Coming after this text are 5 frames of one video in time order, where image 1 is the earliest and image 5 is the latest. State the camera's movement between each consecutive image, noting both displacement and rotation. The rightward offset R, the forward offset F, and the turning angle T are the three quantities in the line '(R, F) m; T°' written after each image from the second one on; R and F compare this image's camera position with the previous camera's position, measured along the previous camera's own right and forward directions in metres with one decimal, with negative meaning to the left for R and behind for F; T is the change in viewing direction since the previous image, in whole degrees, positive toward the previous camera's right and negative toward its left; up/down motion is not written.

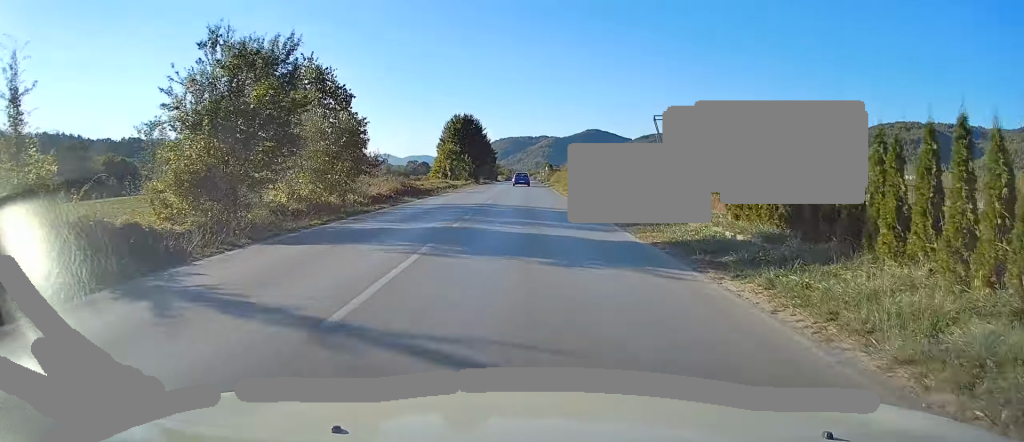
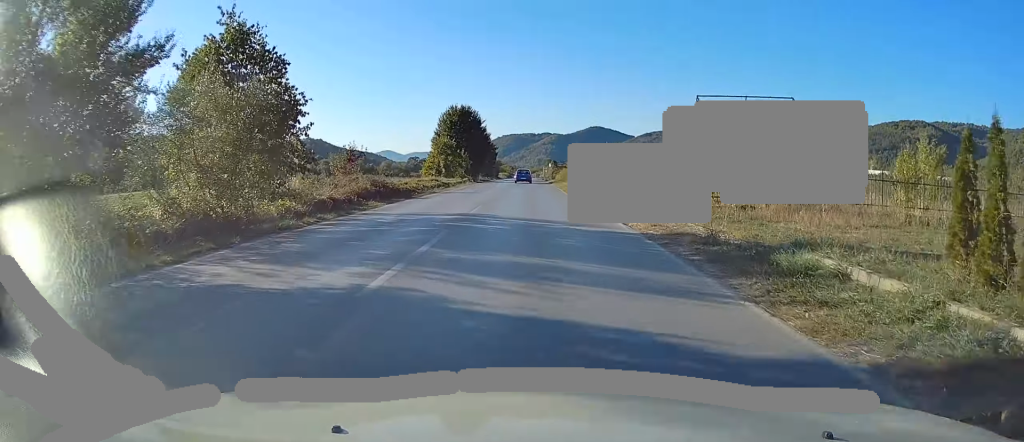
(0.0, +7.9) m; 0°
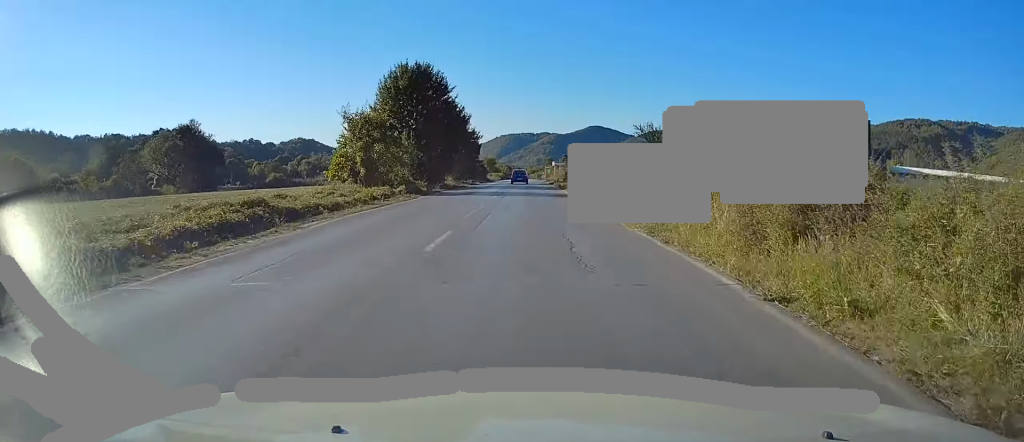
(+0.3, +36.0) m; 0°
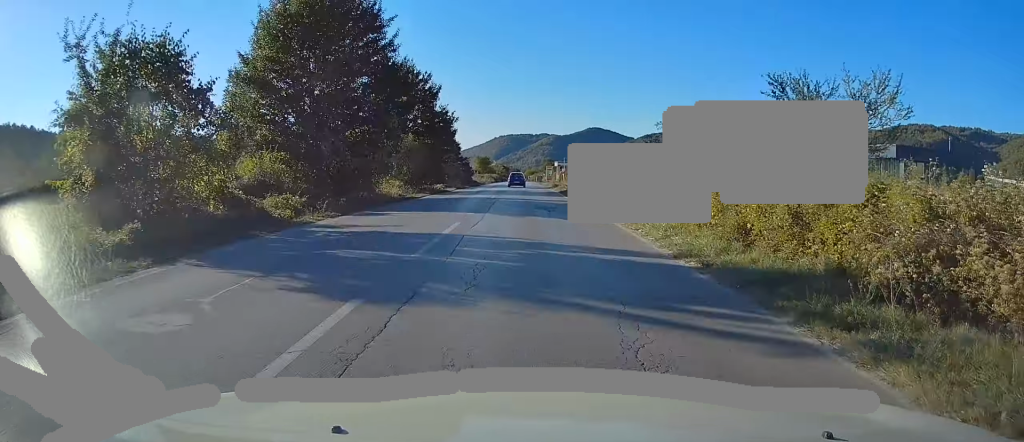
(-0.1, +24.9) m; 0°
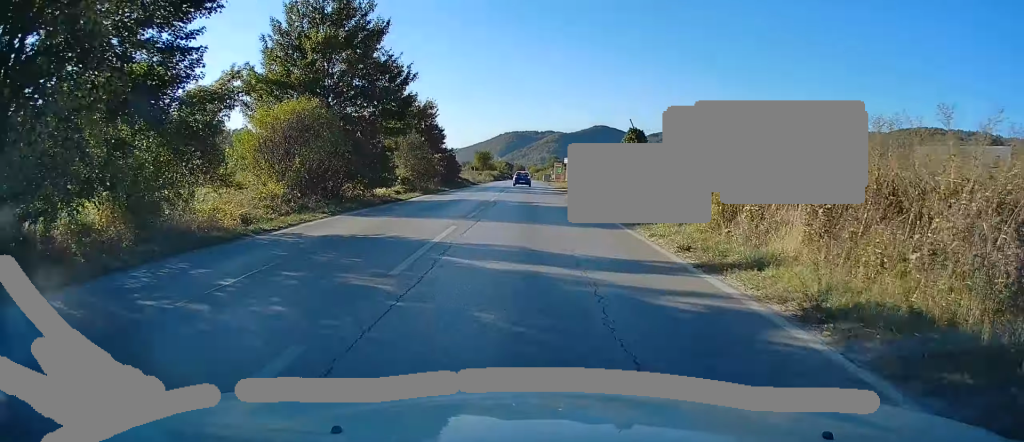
(0.0, +20.2) m; 0°
